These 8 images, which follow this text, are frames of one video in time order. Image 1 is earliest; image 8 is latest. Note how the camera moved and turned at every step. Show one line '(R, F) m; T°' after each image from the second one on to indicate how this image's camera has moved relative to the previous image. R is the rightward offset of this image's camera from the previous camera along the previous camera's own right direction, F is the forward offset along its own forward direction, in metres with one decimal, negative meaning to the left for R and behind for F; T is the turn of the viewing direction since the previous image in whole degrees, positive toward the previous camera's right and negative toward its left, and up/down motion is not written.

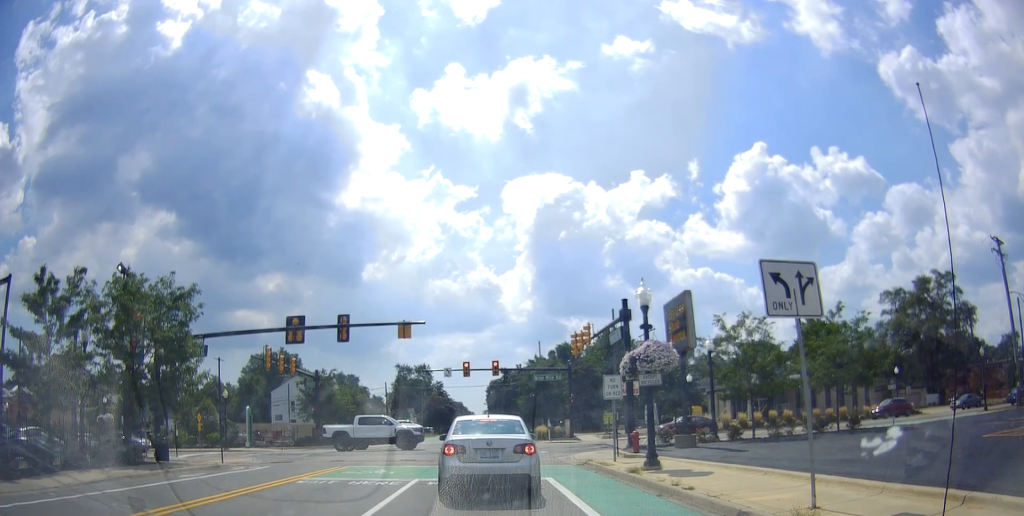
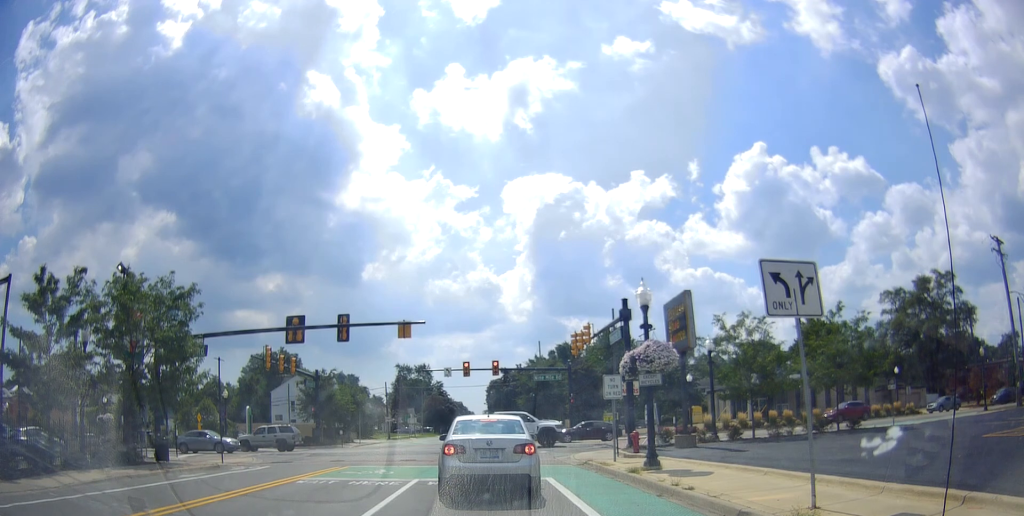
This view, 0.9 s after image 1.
(0.0, 0.0) m; 0°
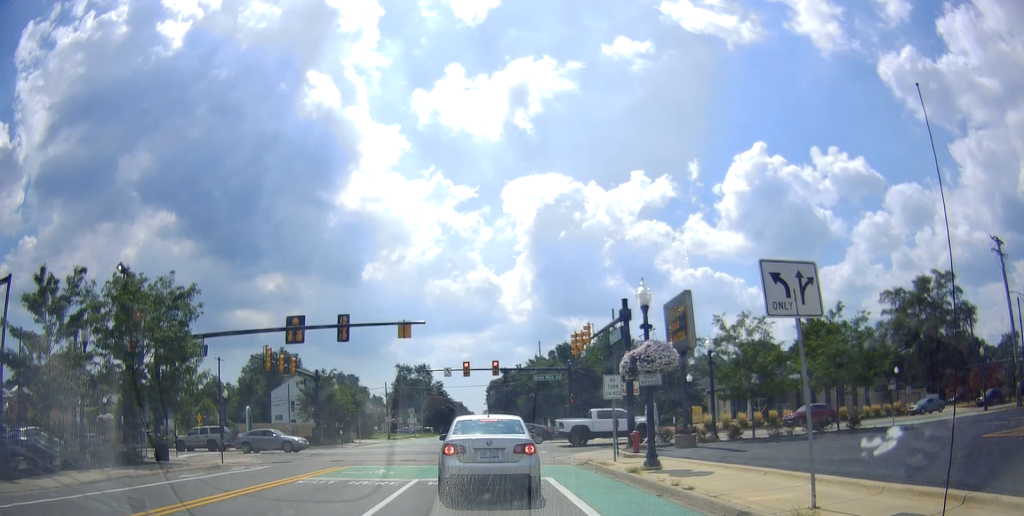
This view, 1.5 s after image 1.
(0.0, 0.0) m; 0°
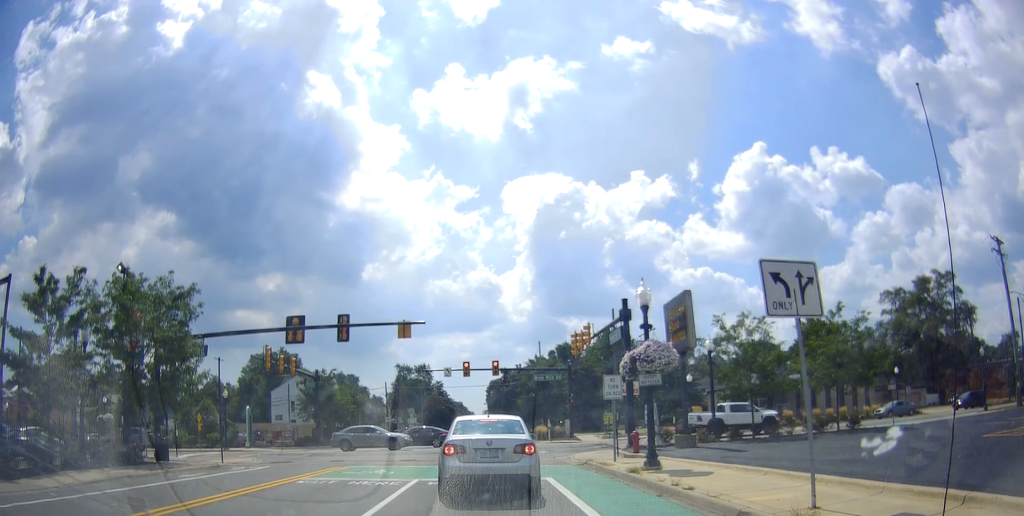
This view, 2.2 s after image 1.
(0.0, 0.0) m; 0°
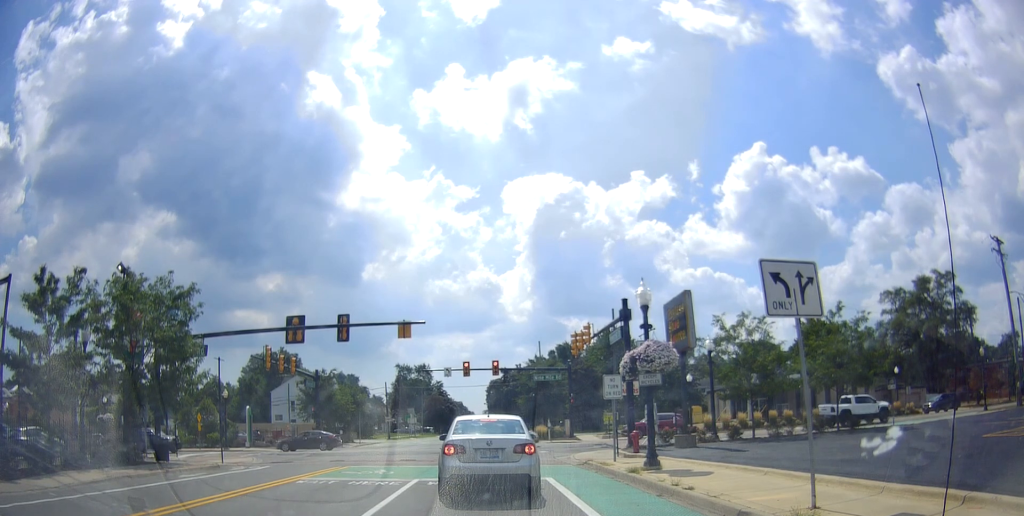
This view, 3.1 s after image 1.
(0.0, 0.0) m; 0°
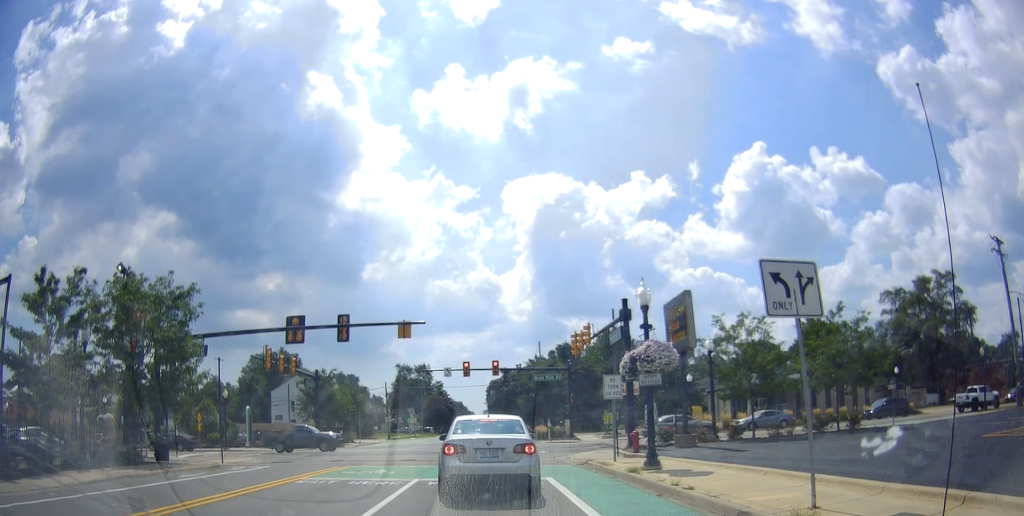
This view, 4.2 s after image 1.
(0.0, 0.0) m; 0°
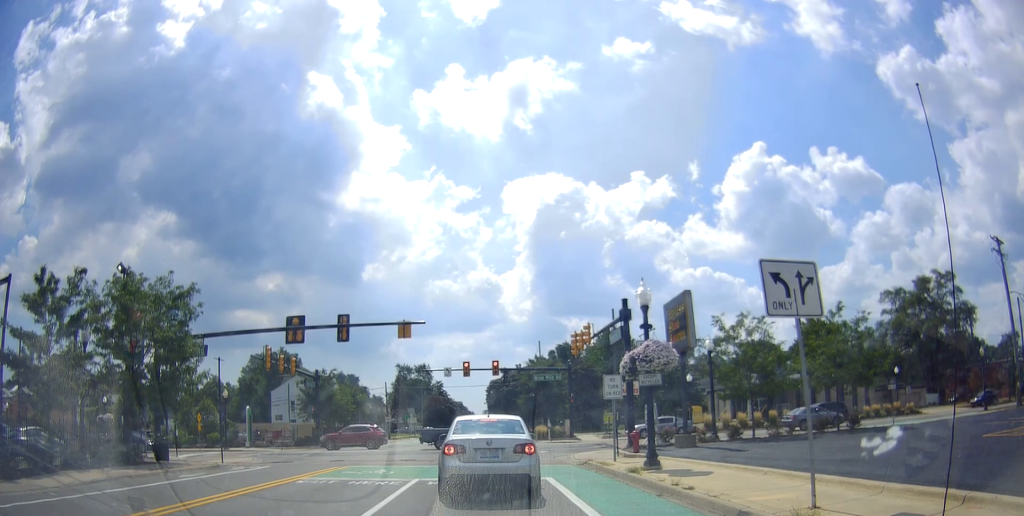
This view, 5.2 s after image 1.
(0.0, 0.0) m; 0°
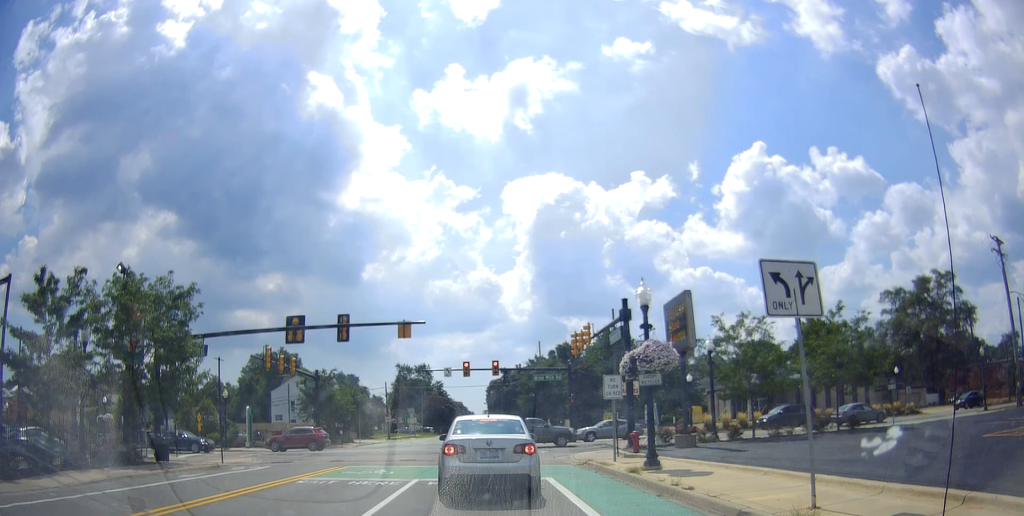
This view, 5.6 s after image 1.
(0.0, 0.0) m; 0°
